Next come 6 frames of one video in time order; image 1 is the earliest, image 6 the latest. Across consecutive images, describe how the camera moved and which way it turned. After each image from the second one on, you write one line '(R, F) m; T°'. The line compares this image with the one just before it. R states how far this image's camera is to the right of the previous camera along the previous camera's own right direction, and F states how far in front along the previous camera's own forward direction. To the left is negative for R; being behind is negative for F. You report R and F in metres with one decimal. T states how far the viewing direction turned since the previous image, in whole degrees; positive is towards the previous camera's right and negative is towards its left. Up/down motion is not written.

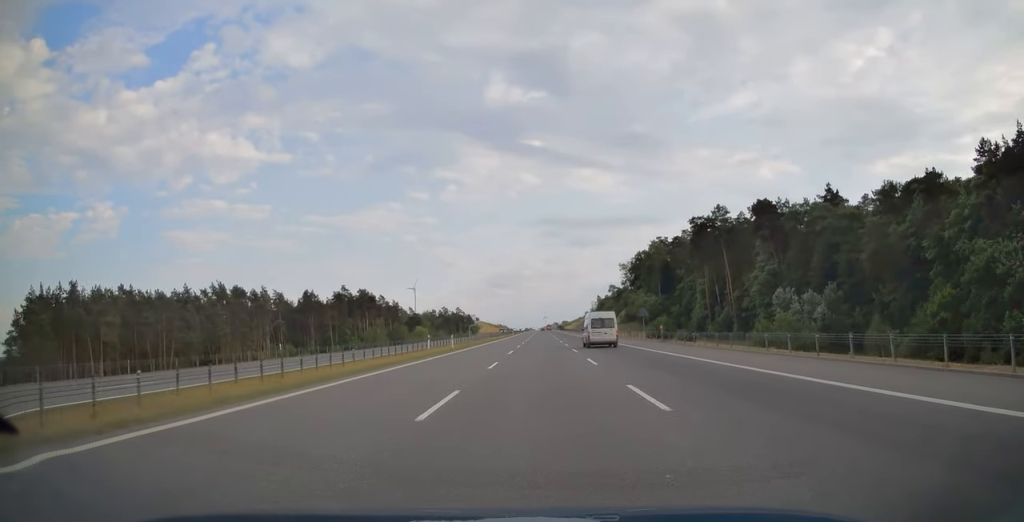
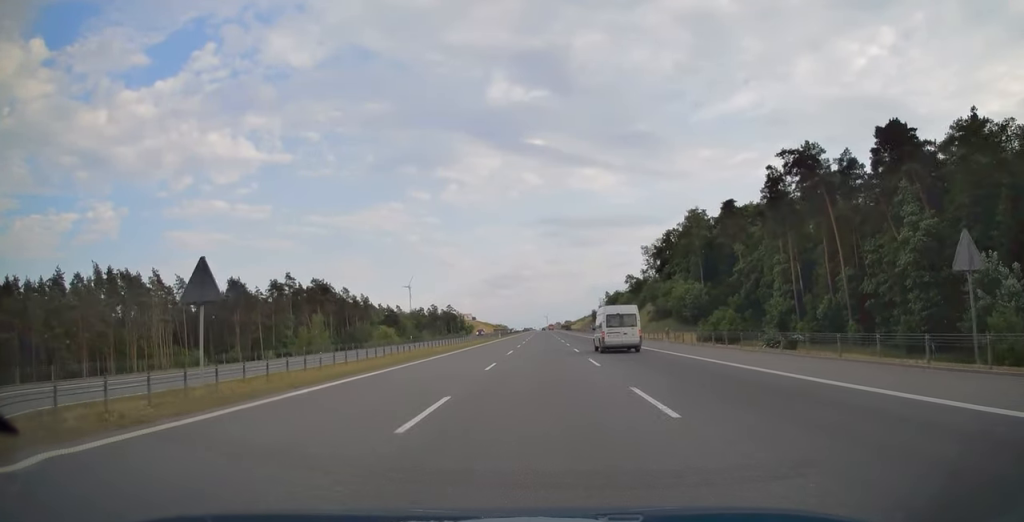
(0.0, +48.9) m; 0°
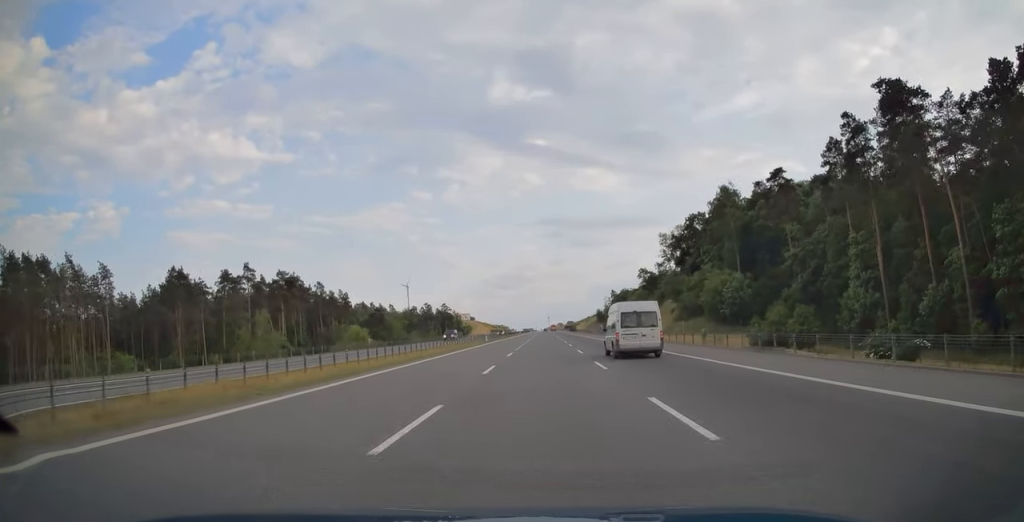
(-0.1, +25.6) m; 0°
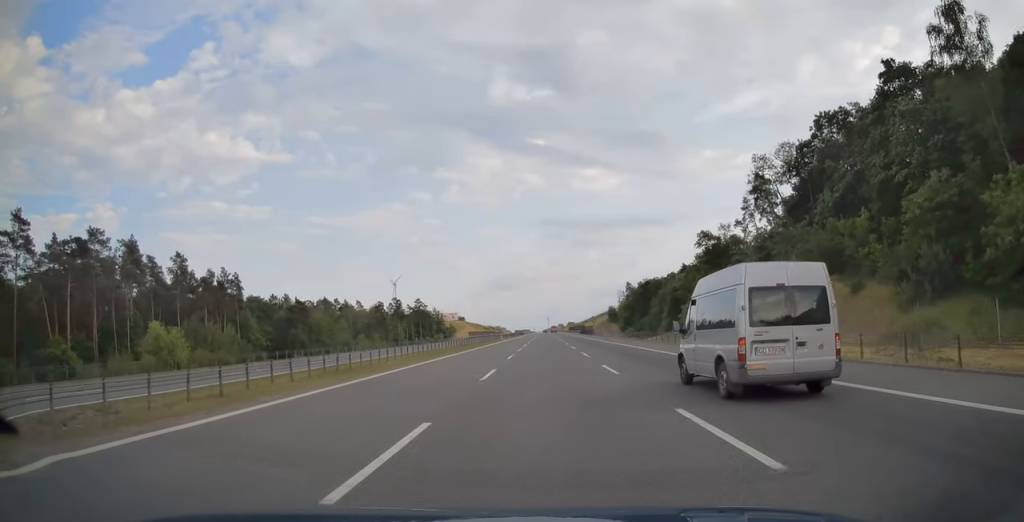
(0.0, +73.5) m; 0°
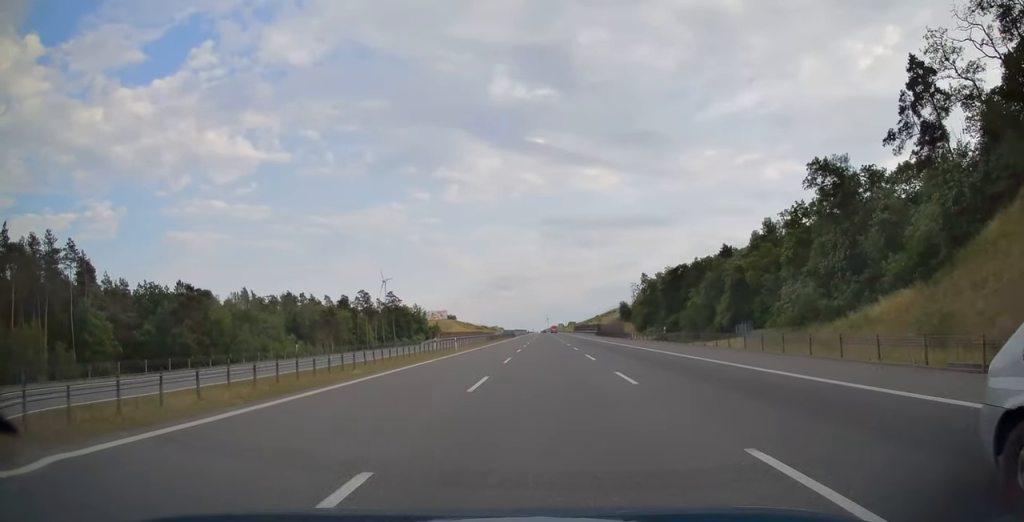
(0.0, +51.3) m; 0°
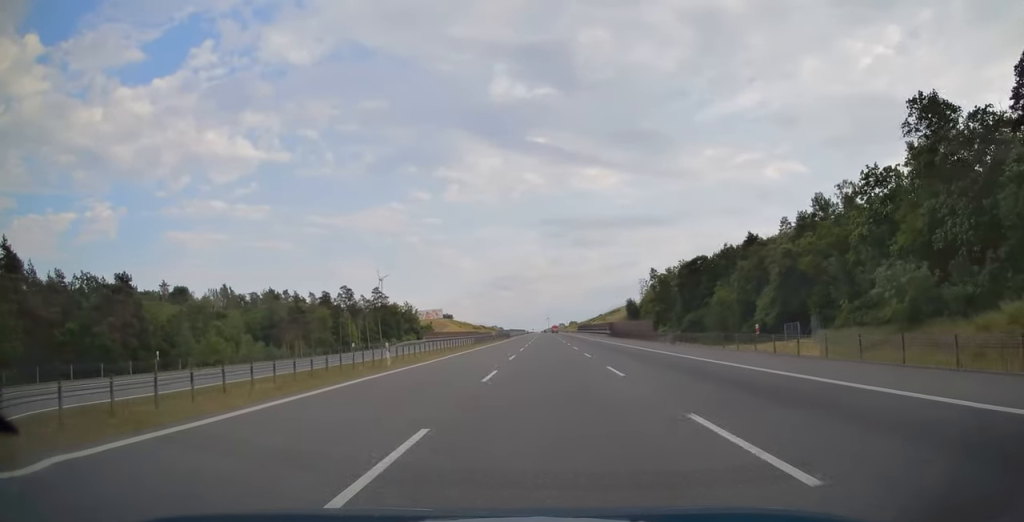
(0.0, +21.2) m; 0°
